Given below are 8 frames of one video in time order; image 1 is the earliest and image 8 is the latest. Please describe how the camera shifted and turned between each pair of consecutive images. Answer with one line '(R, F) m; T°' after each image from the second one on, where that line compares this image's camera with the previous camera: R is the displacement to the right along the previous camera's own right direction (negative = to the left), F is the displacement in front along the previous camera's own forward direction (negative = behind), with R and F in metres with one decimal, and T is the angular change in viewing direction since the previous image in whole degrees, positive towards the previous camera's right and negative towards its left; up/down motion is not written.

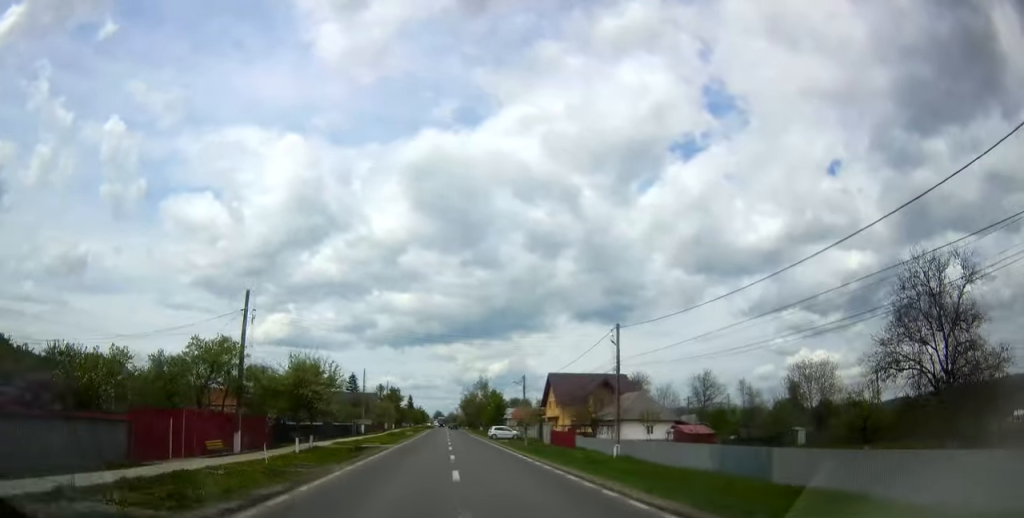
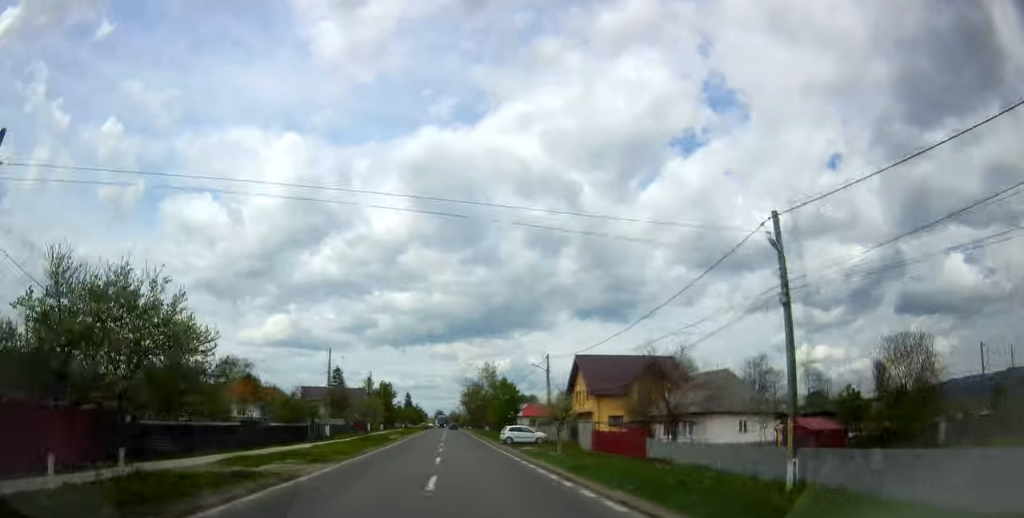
(+0.2, +20.6) m; +1°
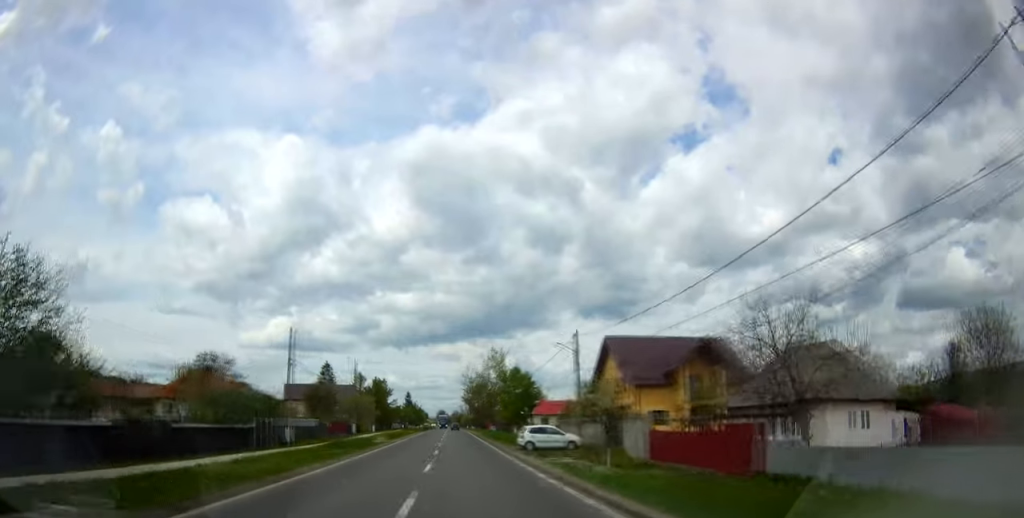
(+0.3, +13.1) m; 0°
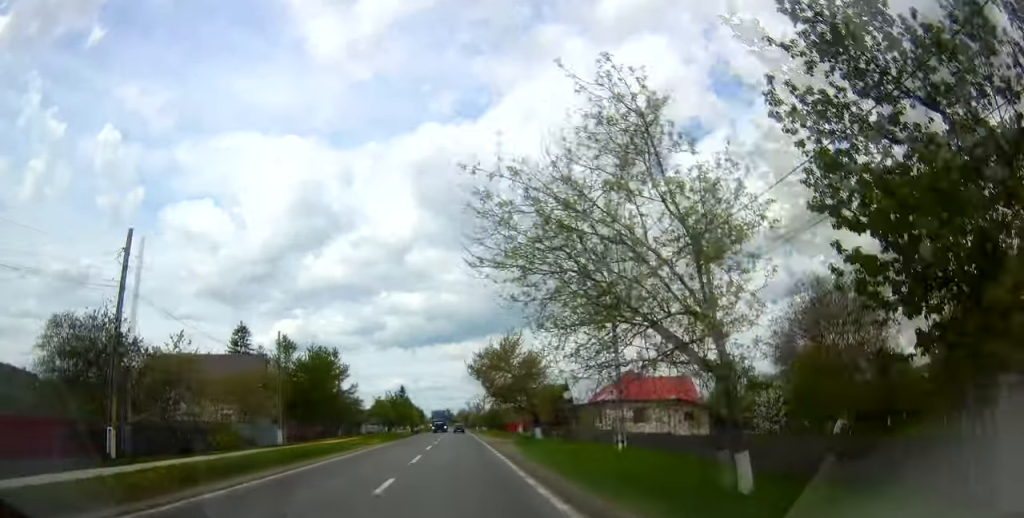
(-0.4, +51.0) m; -1°
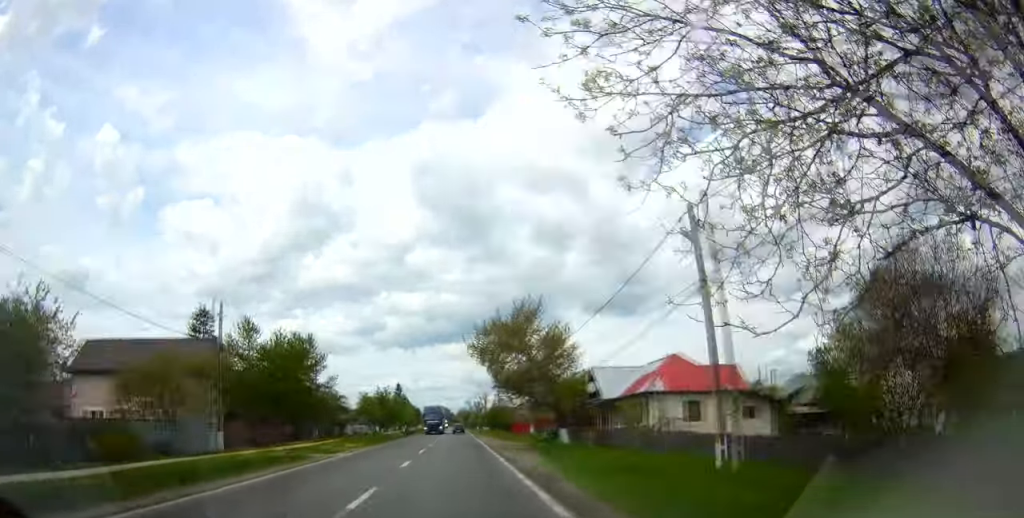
(0.0, +11.8) m; 0°
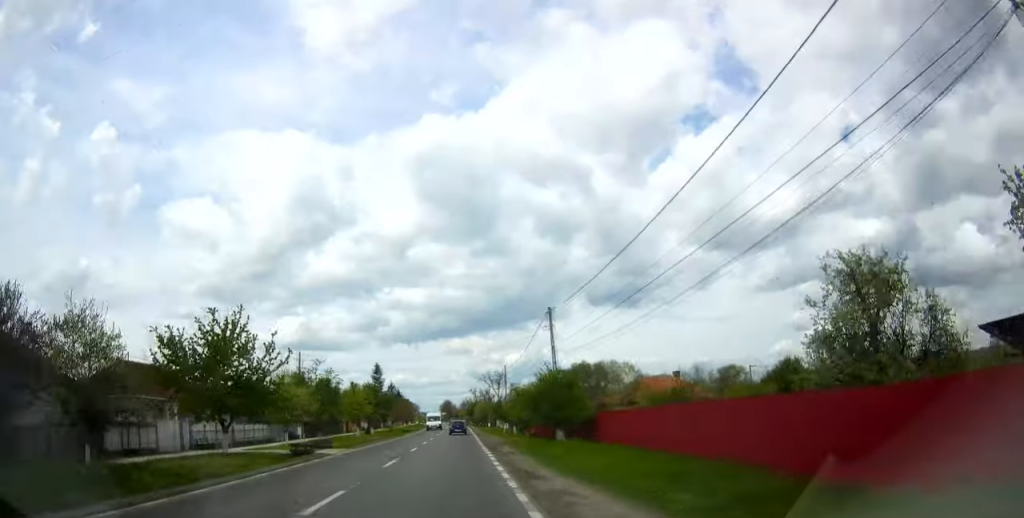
(-0.2, +56.9) m; 0°
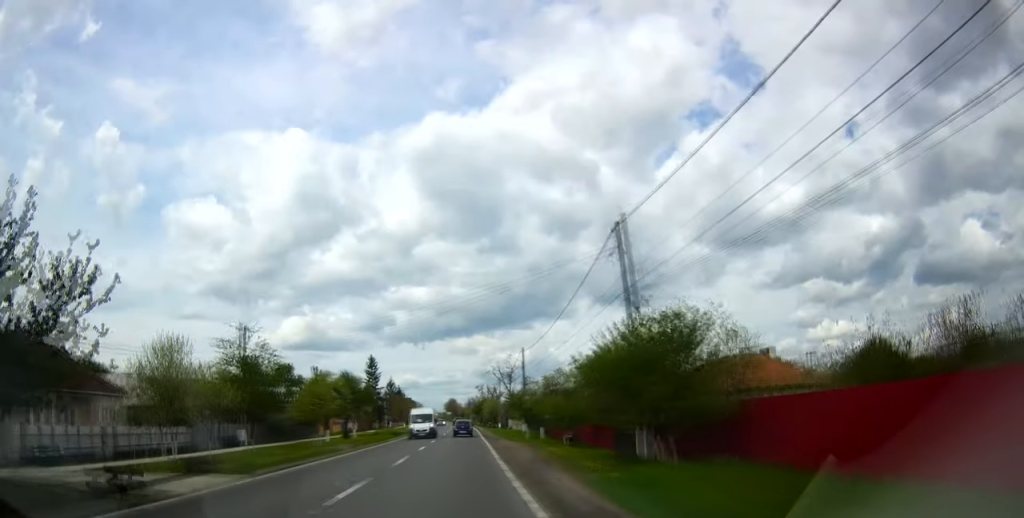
(-0.1, +17.8) m; +1°
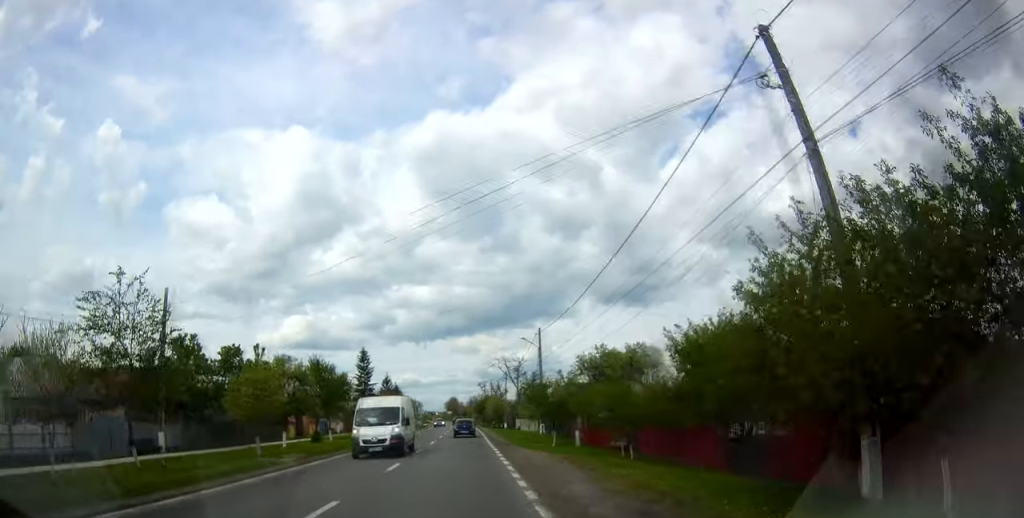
(+0.3, +13.2) m; 0°
